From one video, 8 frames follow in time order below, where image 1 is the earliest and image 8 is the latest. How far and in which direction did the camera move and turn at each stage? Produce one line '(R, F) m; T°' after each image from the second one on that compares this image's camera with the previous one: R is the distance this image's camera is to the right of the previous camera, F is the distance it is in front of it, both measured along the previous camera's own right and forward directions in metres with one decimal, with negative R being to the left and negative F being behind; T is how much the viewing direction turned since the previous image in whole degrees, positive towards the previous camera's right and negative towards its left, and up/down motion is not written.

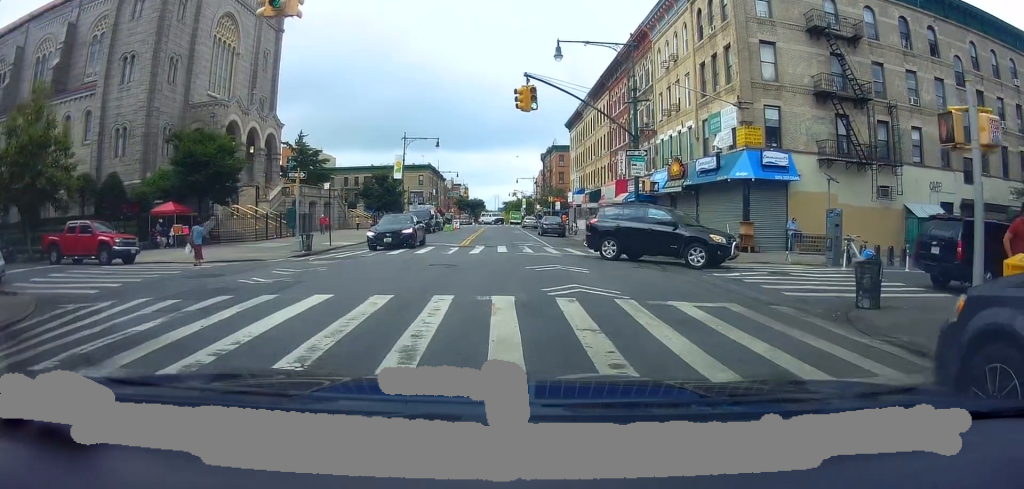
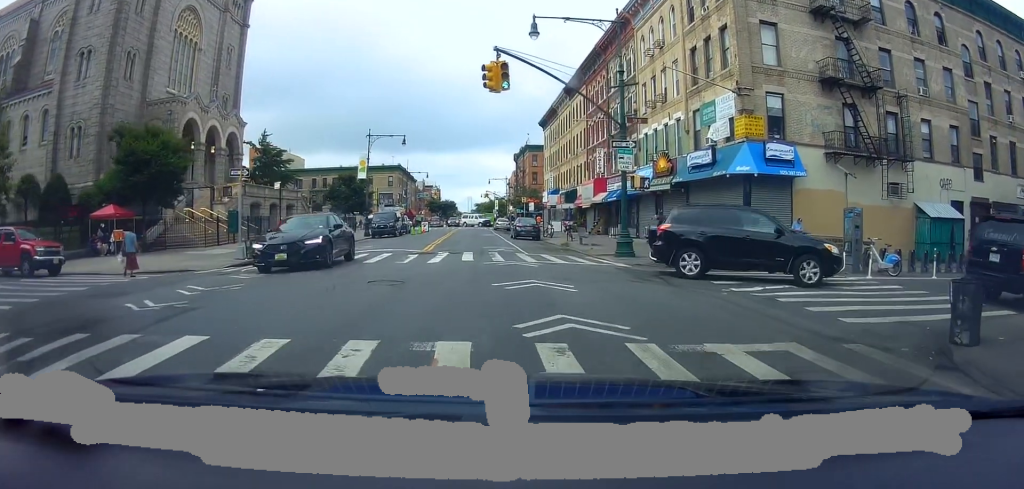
(0.0, +3.2) m; 0°
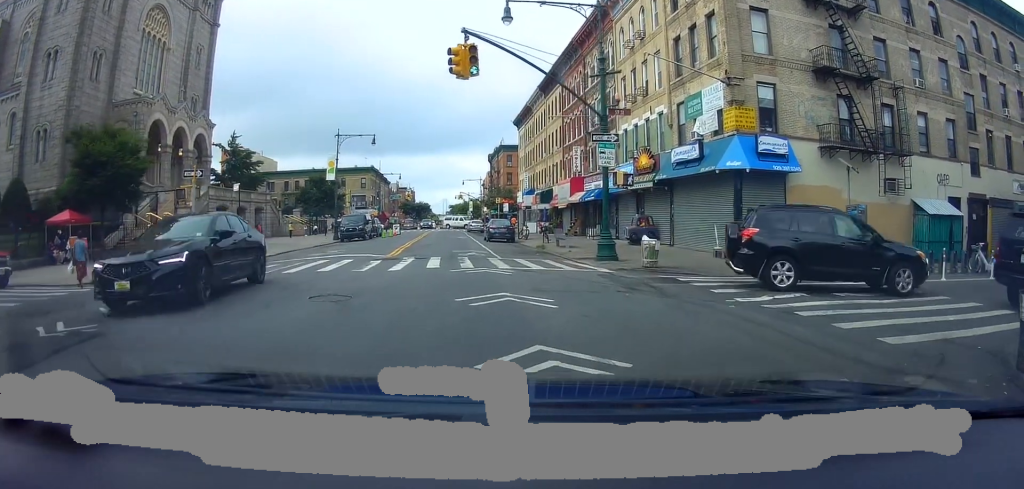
(0.0, +1.8) m; +3°
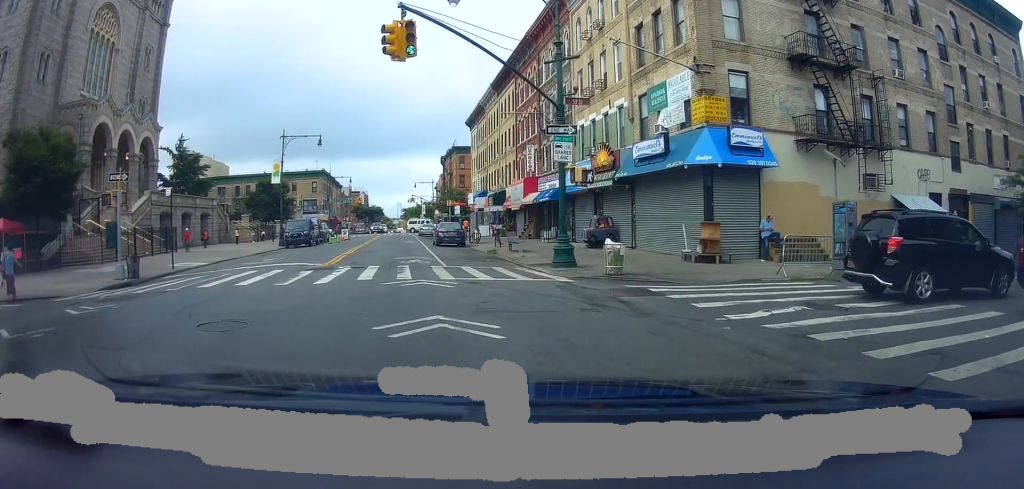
(-0.1, +2.1) m; +6°
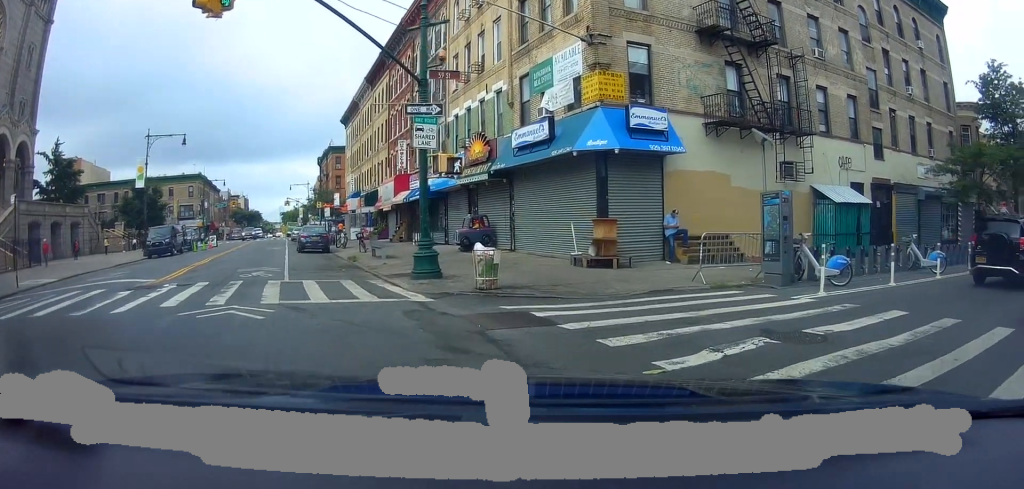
(+0.7, +3.0) m; +19°
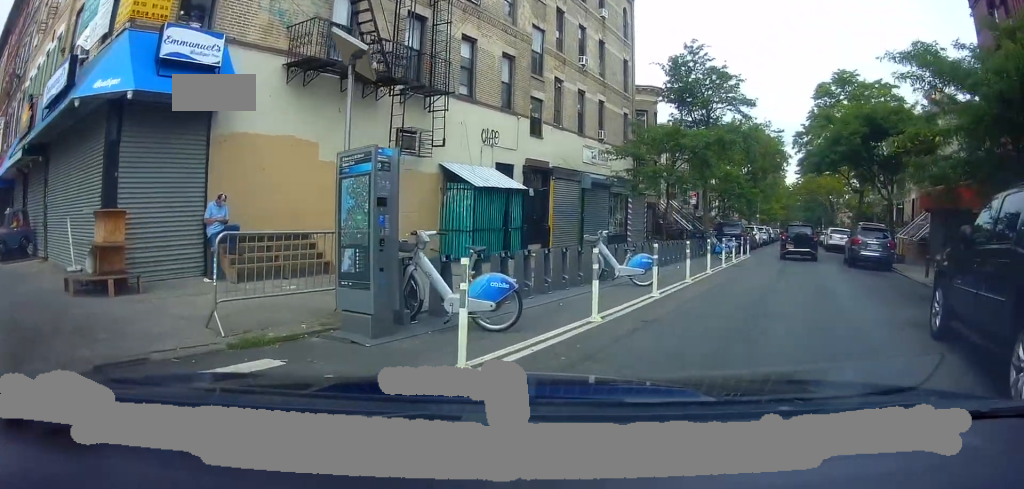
(+1.0, +5.5) m; +38°
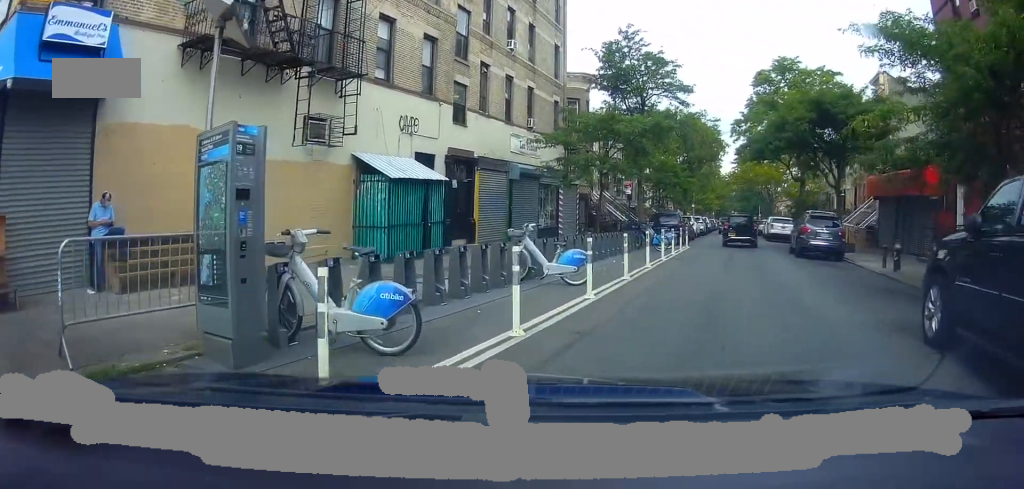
(+0.4, +1.3) m; +13°
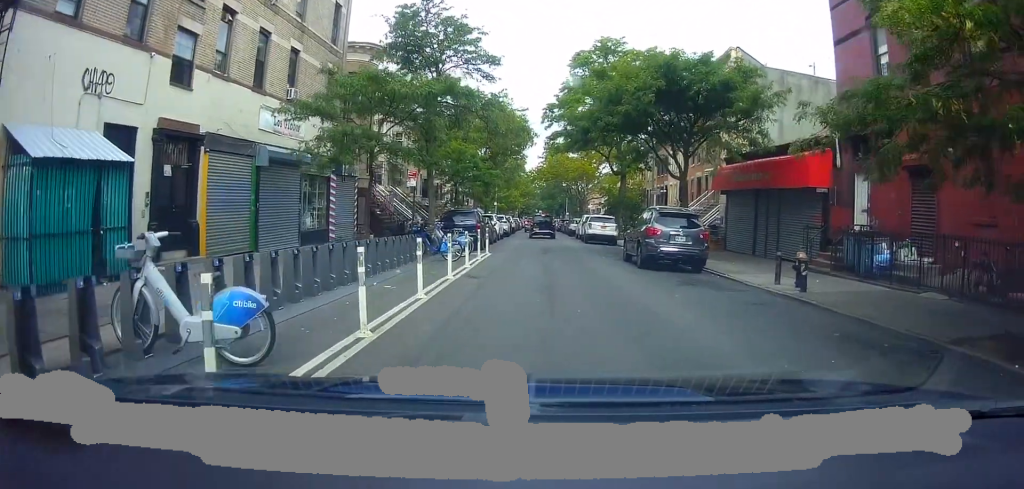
(+0.6, +5.8) m; +8°
